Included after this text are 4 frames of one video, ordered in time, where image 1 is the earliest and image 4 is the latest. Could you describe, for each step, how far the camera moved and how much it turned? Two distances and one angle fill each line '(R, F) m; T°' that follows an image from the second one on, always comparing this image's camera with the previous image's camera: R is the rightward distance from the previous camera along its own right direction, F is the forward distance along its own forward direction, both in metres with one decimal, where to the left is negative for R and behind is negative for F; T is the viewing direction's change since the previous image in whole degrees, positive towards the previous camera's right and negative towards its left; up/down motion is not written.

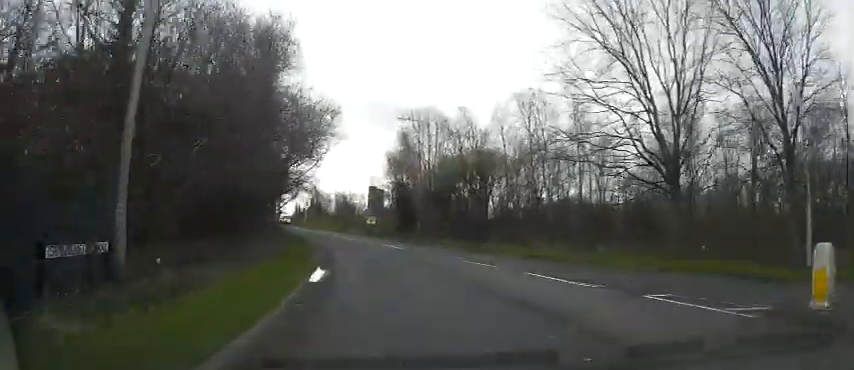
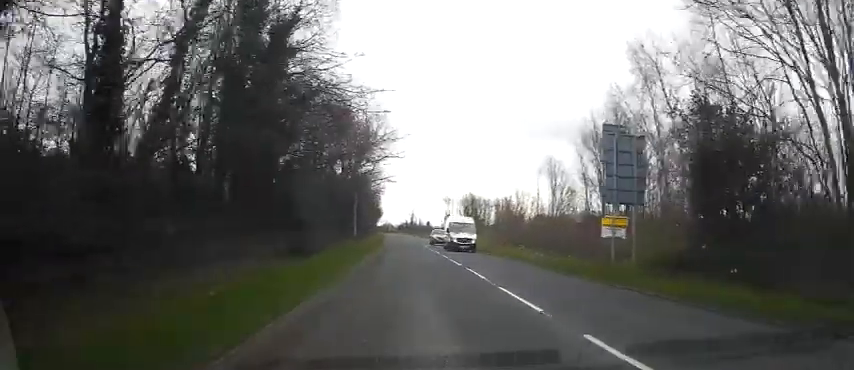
(-6.1, +36.3) m; -18°
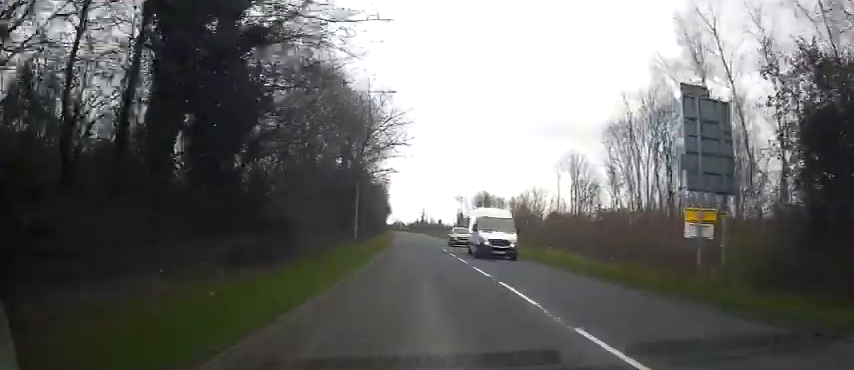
(0.0, +5.3) m; -2°
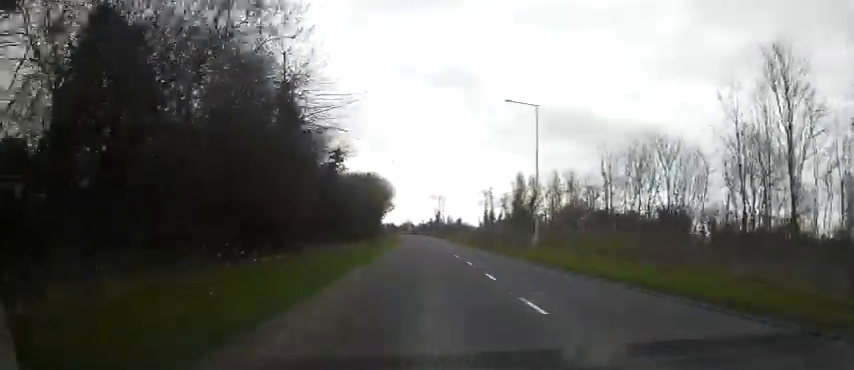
(-1.7, +36.2) m; -3°
